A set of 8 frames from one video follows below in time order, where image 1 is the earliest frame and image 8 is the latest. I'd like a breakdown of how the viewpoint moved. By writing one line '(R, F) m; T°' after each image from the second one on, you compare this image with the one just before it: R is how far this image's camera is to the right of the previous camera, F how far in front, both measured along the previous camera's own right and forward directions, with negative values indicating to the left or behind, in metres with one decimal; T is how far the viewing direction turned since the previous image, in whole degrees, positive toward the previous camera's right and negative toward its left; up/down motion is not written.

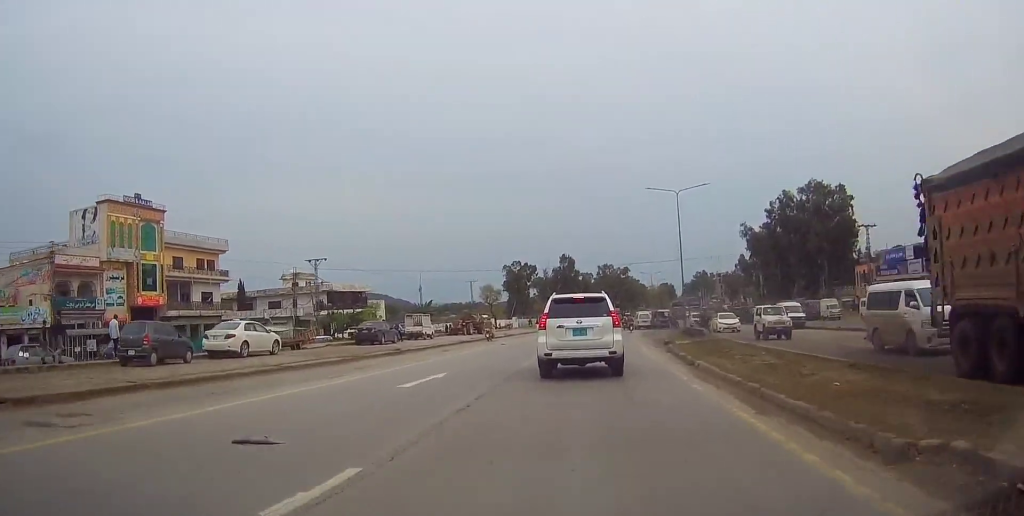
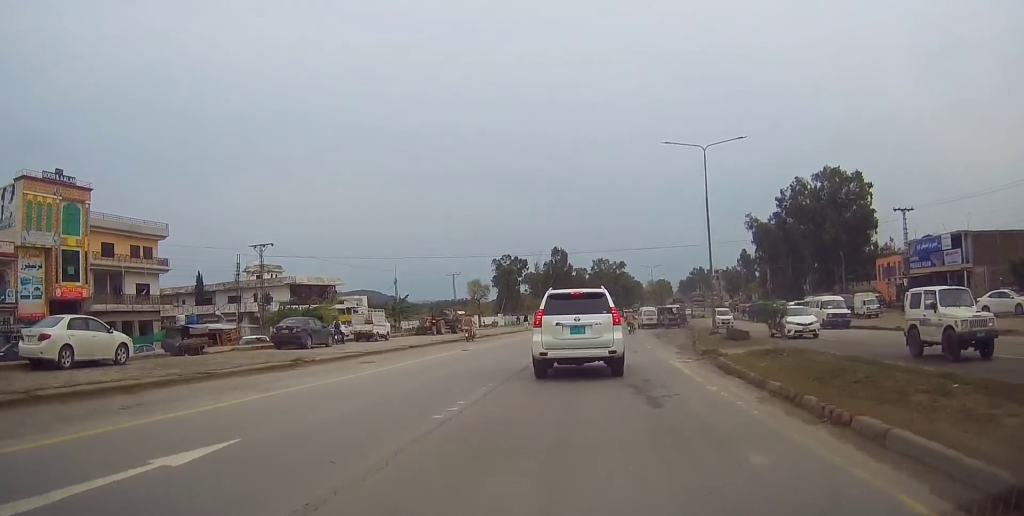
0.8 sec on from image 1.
(+0.2, +9.9) m; 0°
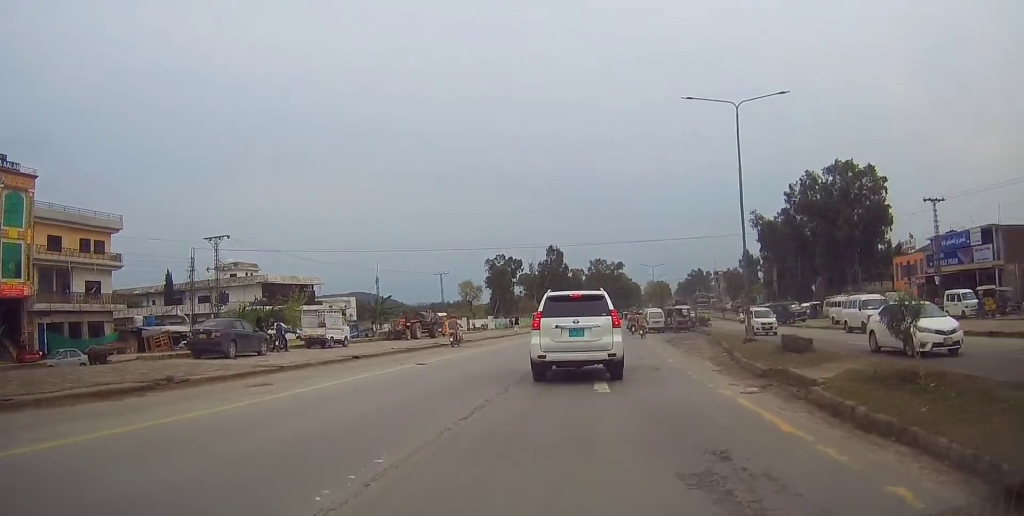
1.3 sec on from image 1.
(+0.1, +7.0) m; 0°
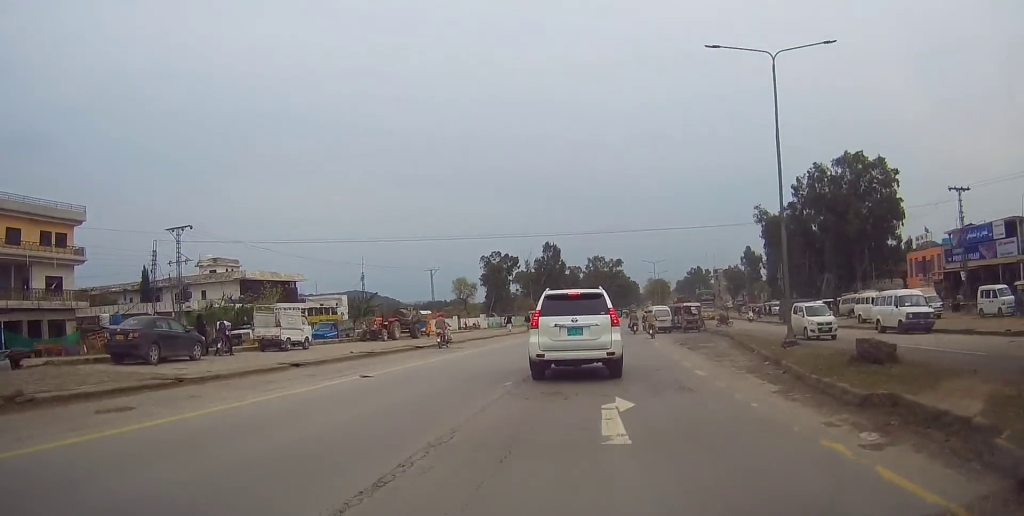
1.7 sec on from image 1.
(-0.1, +4.9) m; 0°
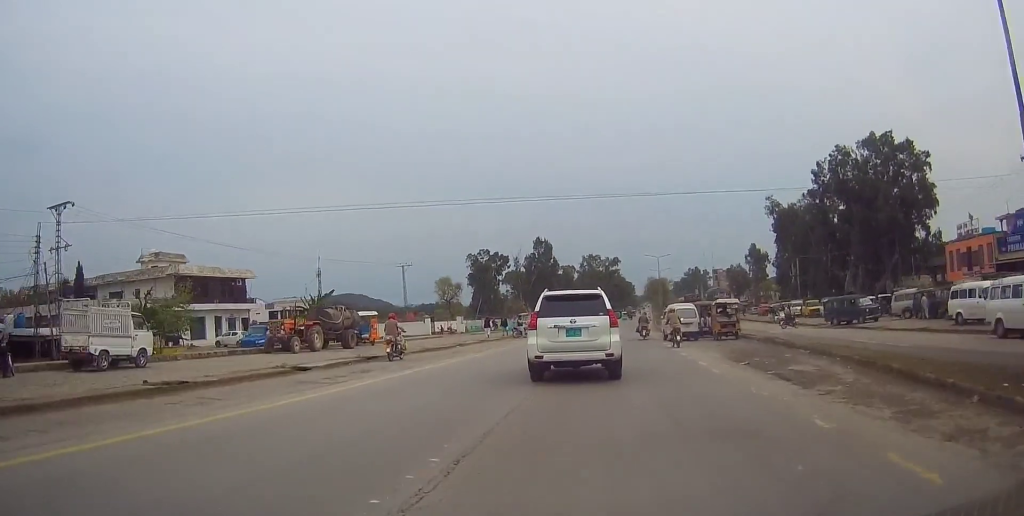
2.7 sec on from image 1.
(-0.1, +12.2) m; +1°
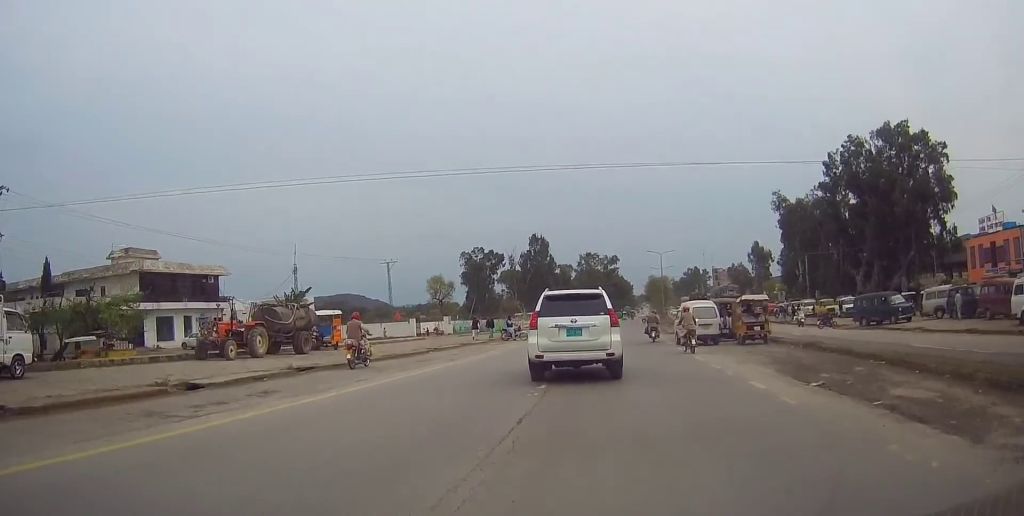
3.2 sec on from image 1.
(0.0, +5.4) m; +1°
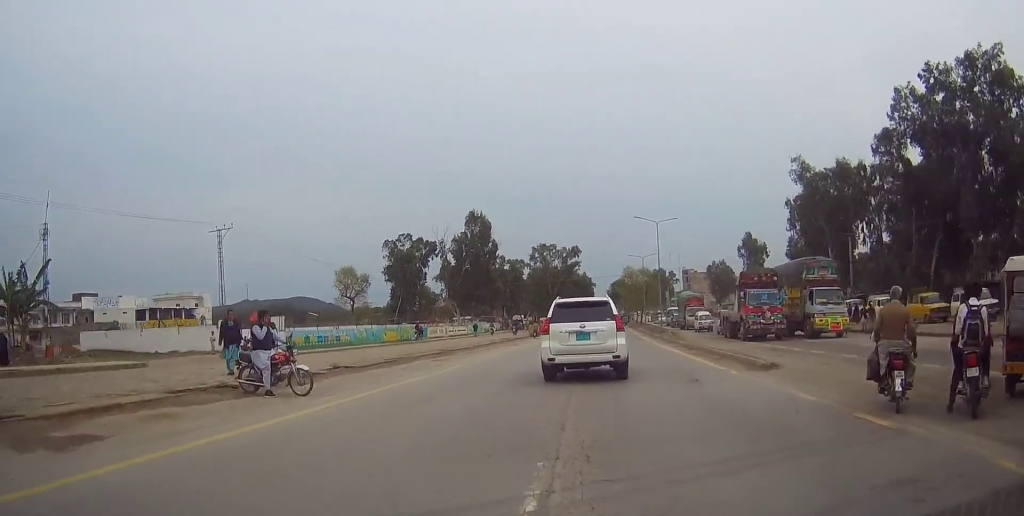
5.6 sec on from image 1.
(+1.2, +30.9) m; +3°
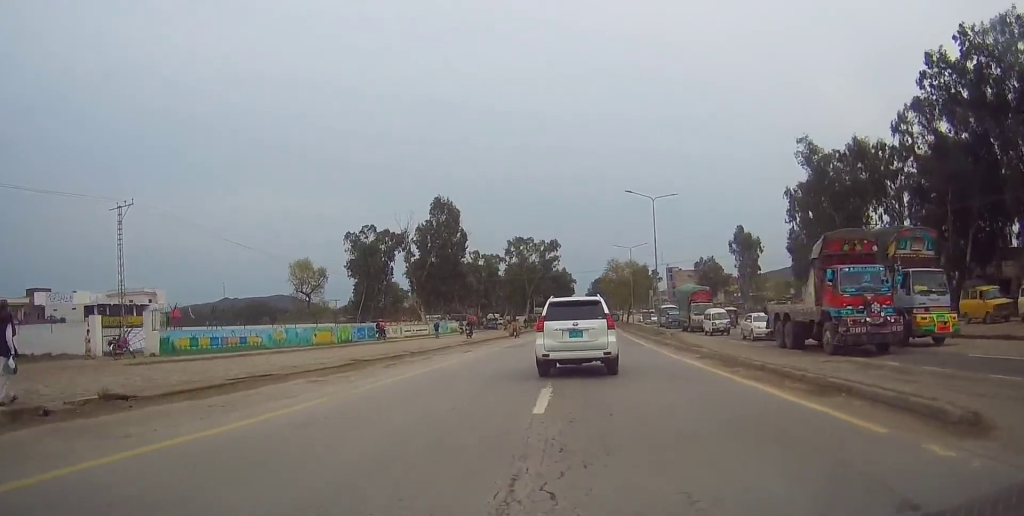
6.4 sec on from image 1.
(-0.1, +10.1) m; +2°
